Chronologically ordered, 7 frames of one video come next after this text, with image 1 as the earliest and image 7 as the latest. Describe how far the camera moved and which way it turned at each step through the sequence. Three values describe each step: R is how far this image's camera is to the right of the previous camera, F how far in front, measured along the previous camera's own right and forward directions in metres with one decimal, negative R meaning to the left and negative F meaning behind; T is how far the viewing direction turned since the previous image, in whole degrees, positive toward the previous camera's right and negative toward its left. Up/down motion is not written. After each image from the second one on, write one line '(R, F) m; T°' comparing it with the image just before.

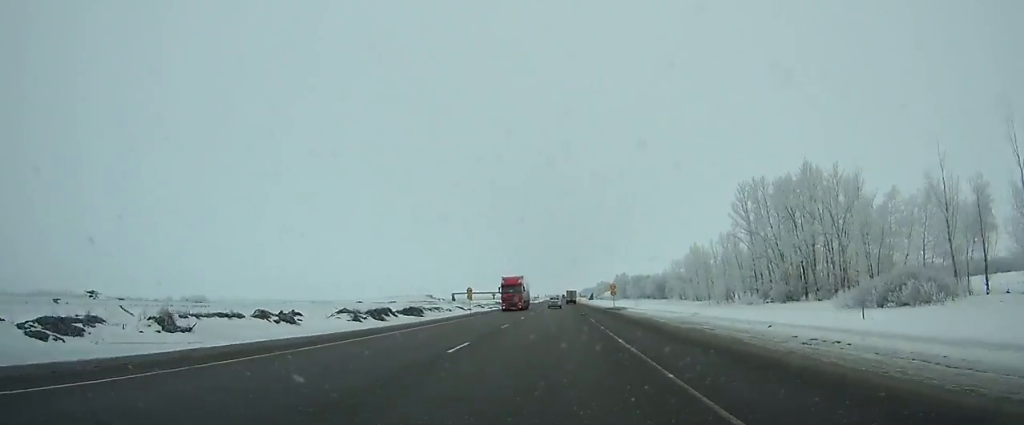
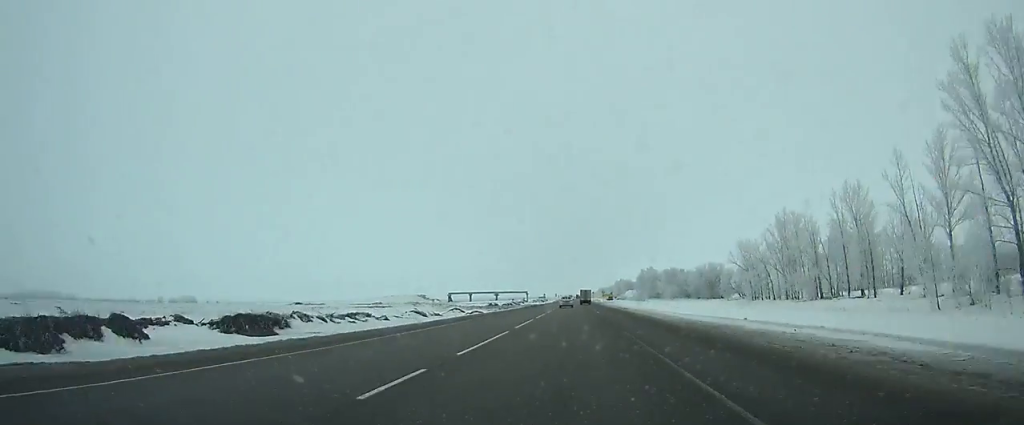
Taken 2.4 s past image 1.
(-0.2, +68.1) m; 0°
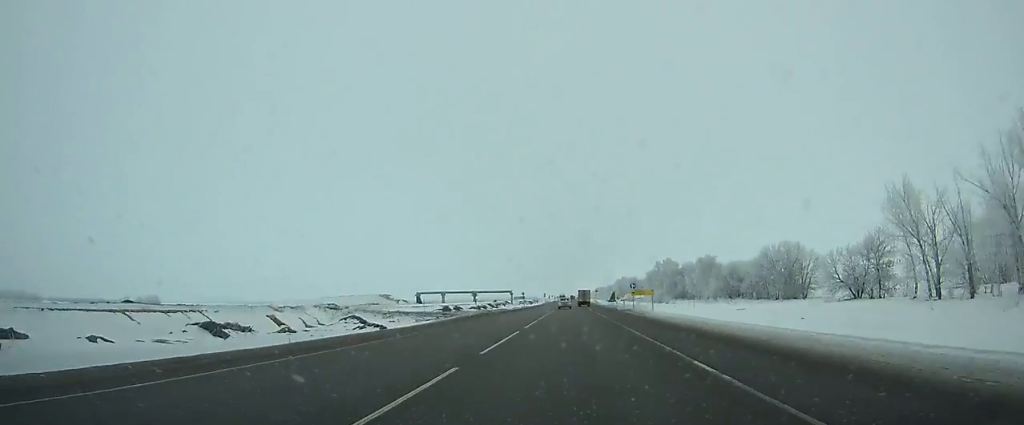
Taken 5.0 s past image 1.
(0.0, +71.9) m; 0°
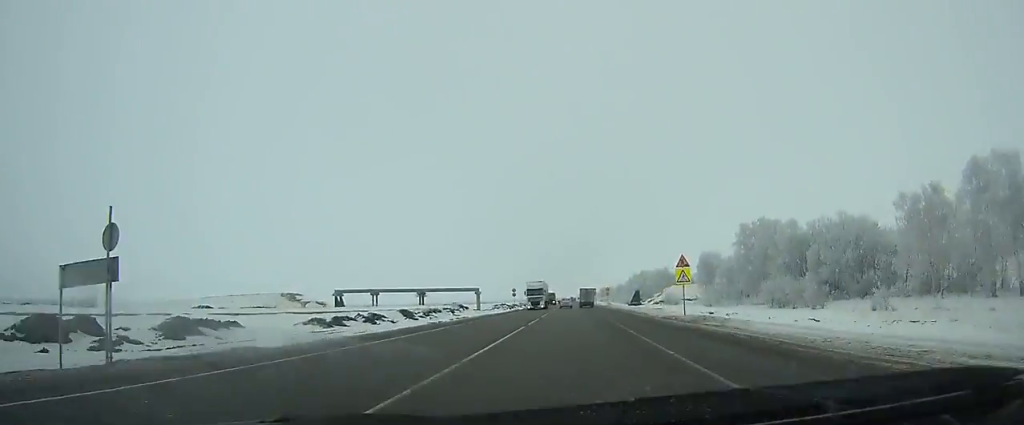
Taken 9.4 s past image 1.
(+0.2, +118.8) m; 0°
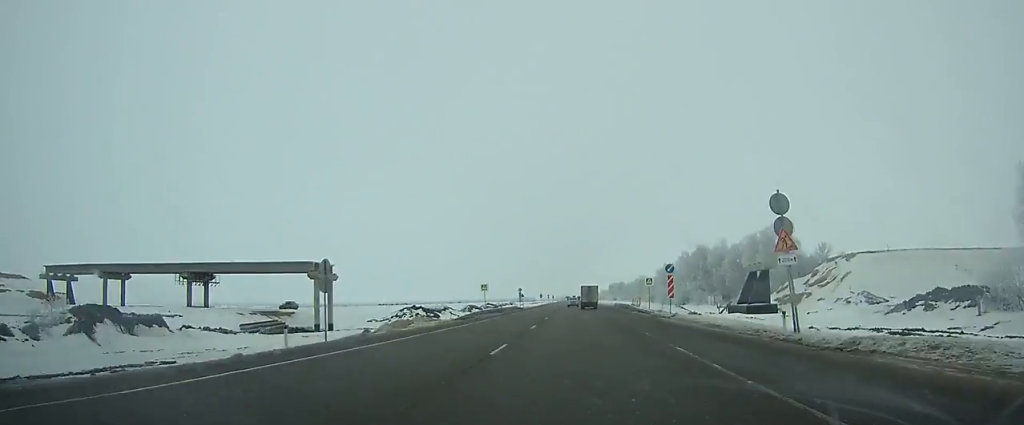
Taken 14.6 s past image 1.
(-0.3, +137.1) m; 0°
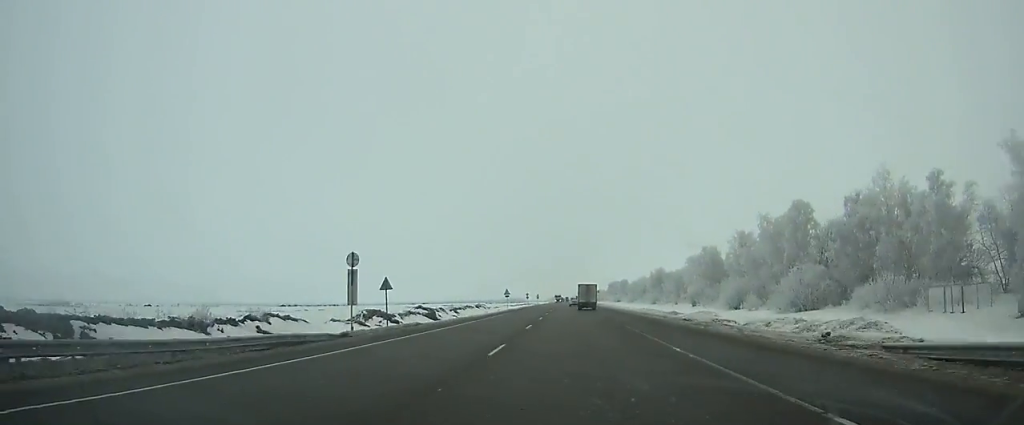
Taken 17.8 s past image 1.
(+0.3, +83.5) m; 0°
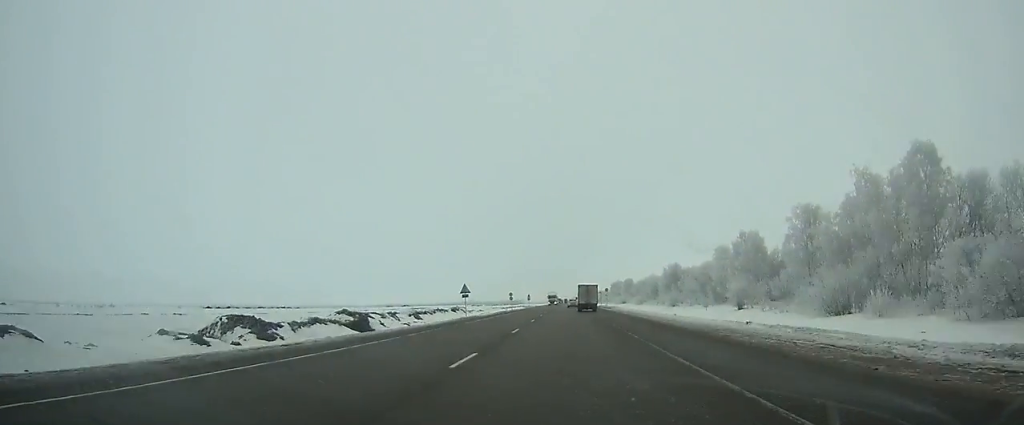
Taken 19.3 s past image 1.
(+0.1, +39.2) m; 0°
